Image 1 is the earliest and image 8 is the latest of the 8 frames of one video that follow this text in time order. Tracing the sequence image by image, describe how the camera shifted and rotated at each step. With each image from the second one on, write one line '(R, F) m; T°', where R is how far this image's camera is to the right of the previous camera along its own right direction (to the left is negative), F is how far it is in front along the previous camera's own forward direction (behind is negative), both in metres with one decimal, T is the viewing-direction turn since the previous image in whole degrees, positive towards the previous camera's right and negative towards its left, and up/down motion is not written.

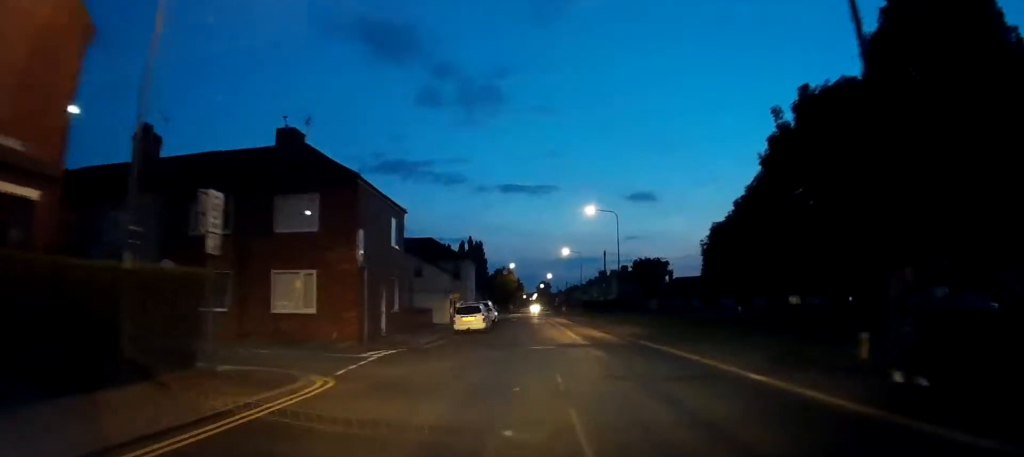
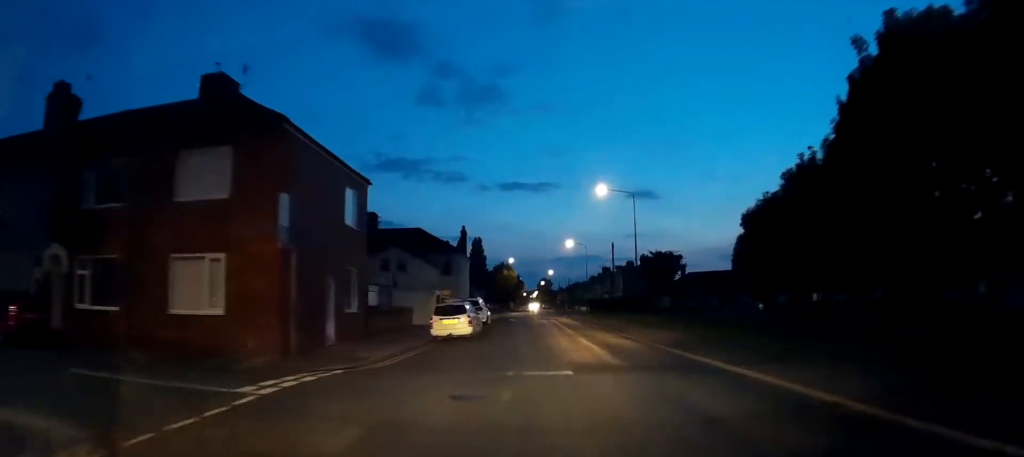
(-0.4, +7.0) m; -3°
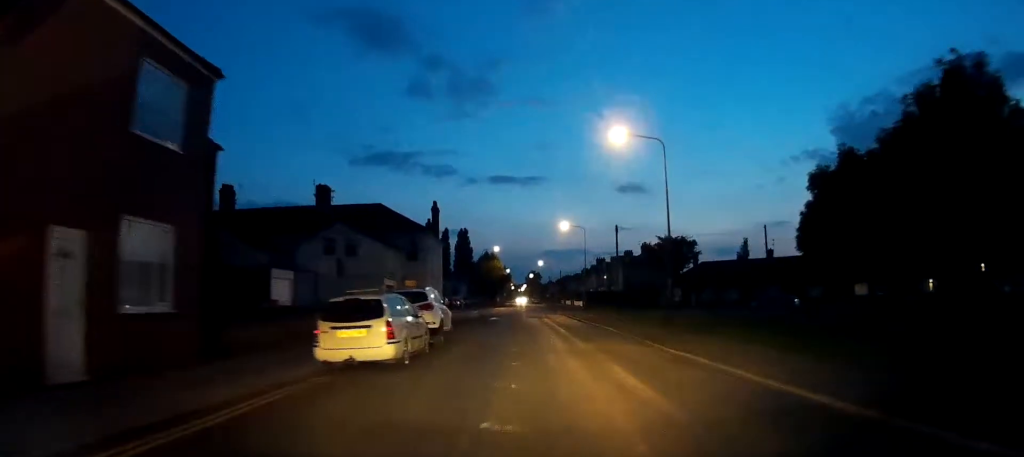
(+0.1, +11.5) m; +4°
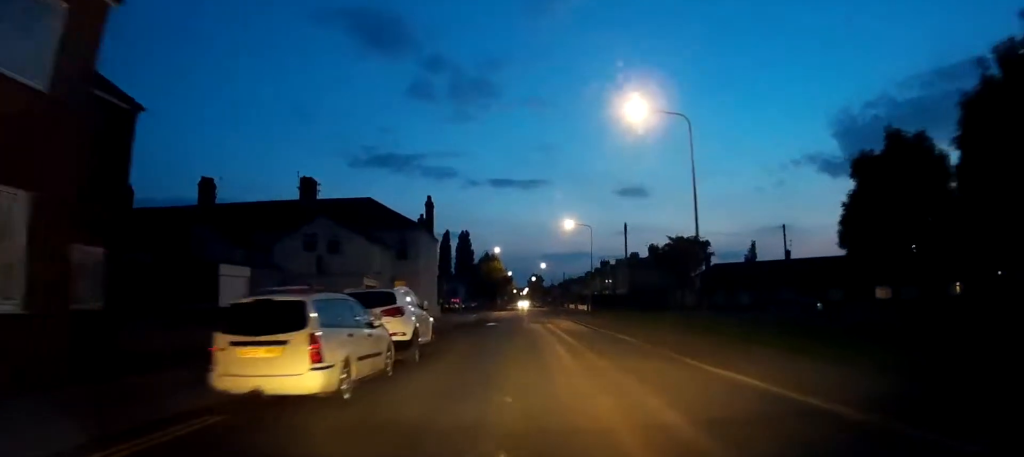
(+0.2, +4.1) m; +2°
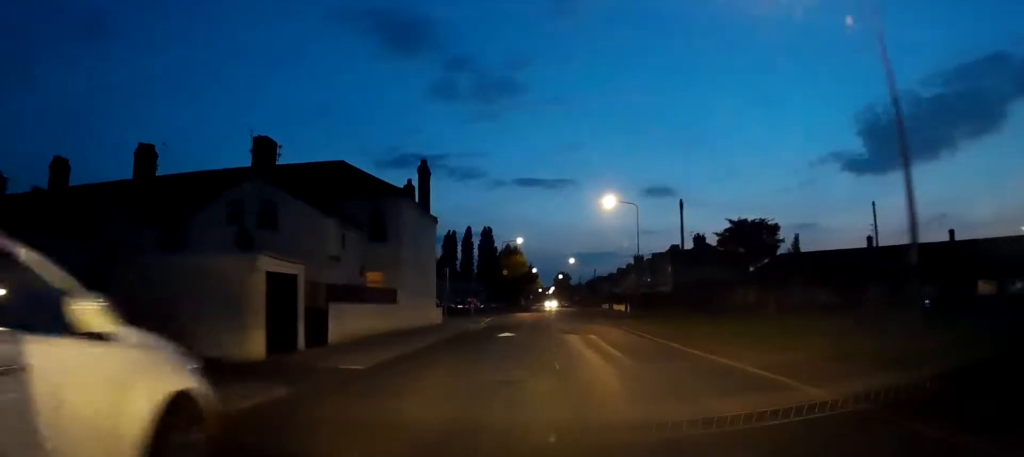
(+0.2, +12.2) m; -2°
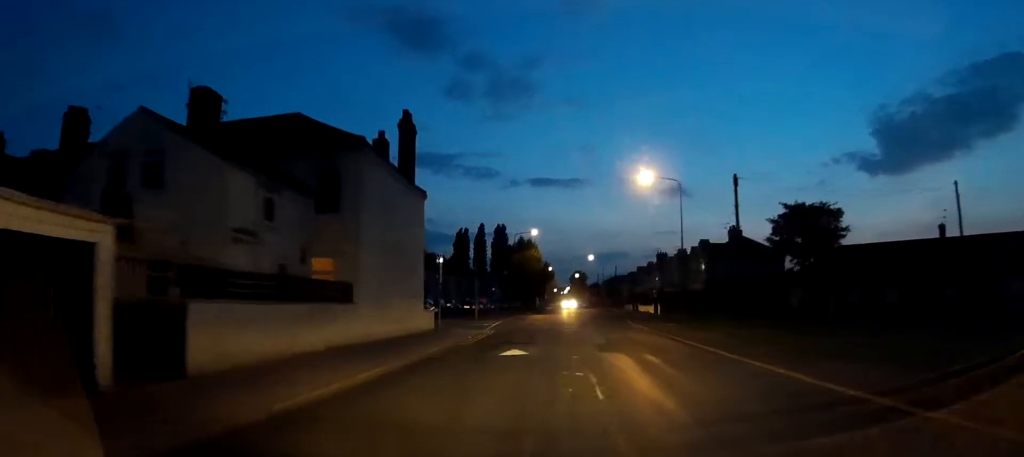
(-0.4, +9.0) m; -3°
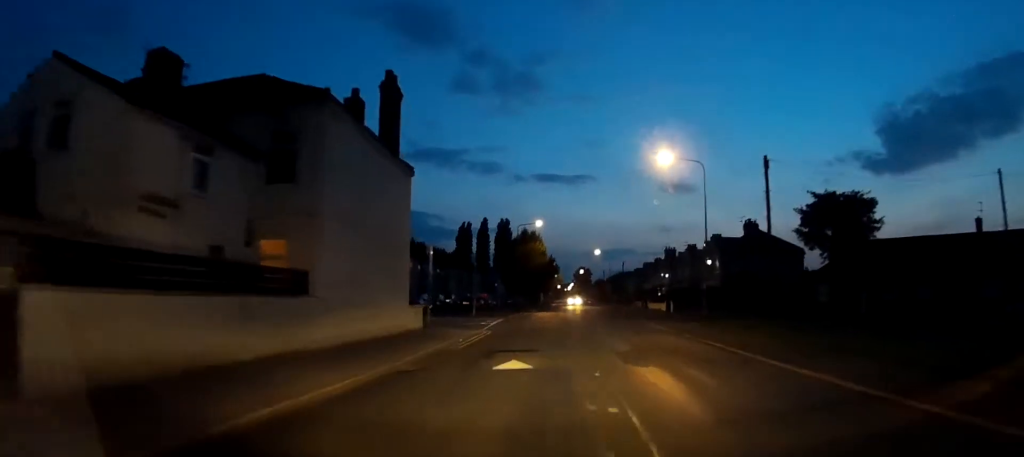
(0.0, +4.3) m; 0°
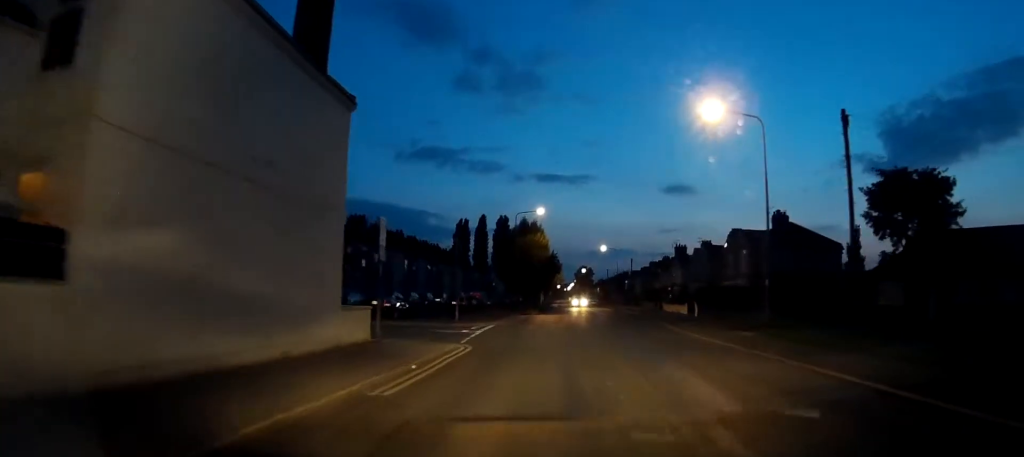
(0.0, +9.2) m; -1°
